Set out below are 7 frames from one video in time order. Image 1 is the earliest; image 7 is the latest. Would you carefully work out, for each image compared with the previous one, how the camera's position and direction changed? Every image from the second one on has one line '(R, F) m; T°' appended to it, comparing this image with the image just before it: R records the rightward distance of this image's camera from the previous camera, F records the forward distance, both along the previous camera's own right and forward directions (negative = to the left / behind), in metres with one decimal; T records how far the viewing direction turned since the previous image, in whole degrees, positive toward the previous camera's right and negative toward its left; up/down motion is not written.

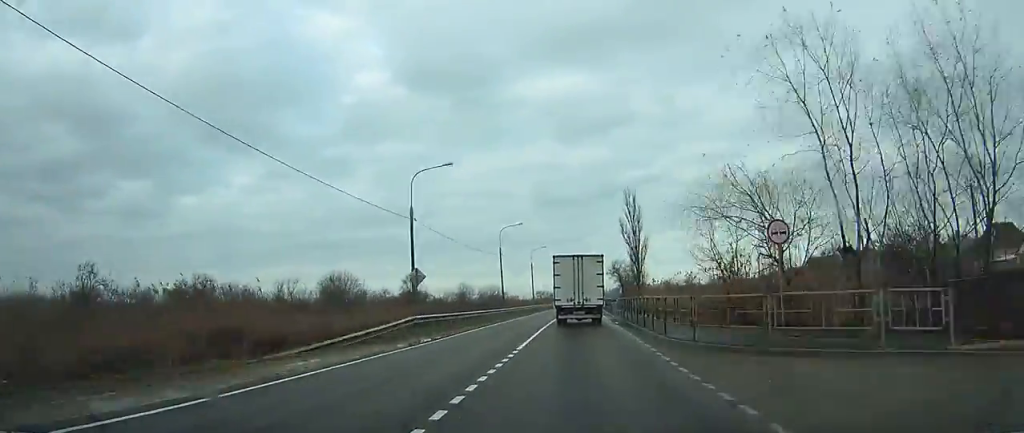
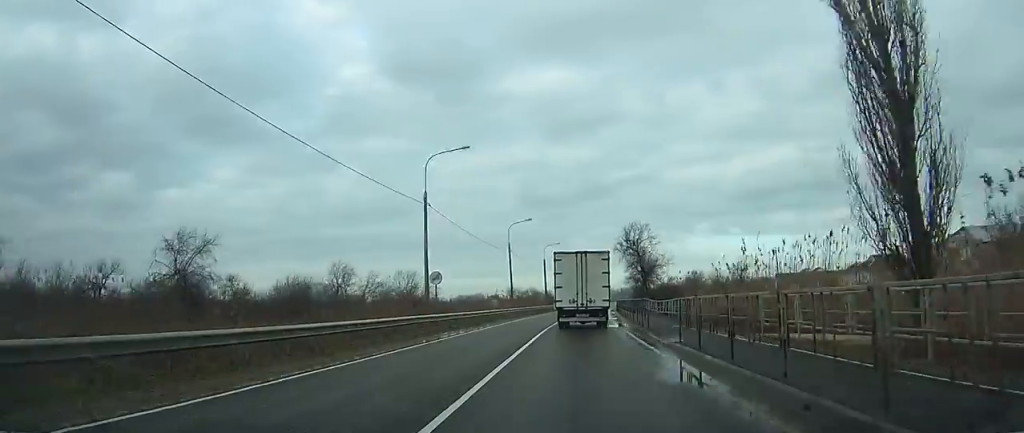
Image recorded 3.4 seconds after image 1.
(+1.3, +62.8) m; +3°
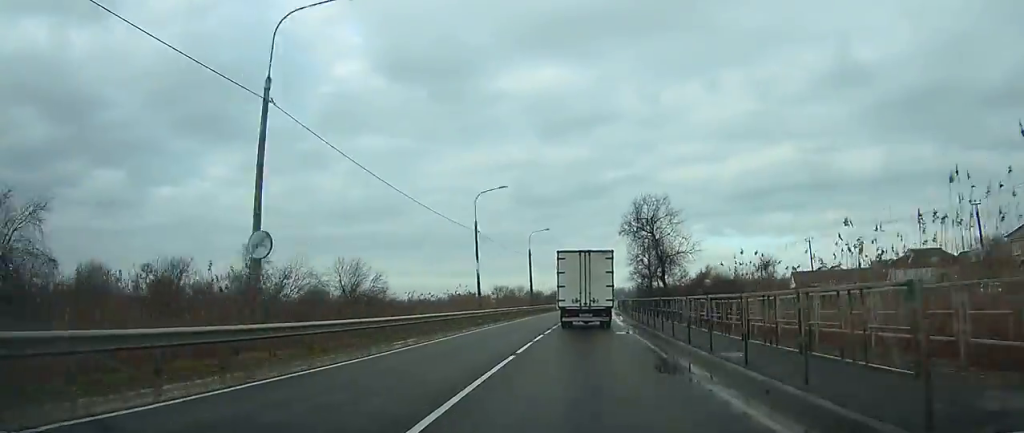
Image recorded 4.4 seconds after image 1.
(+0.1, +18.2) m; +1°
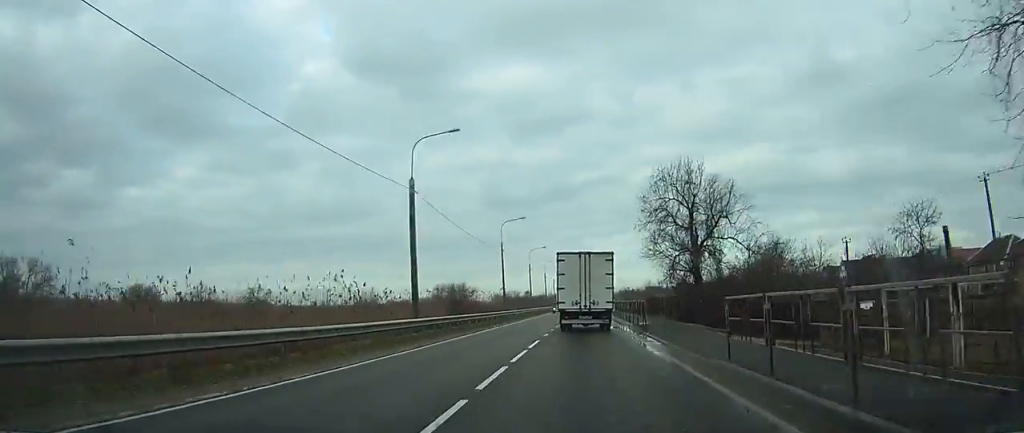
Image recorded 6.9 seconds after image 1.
(+0.9, +45.8) m; +2°
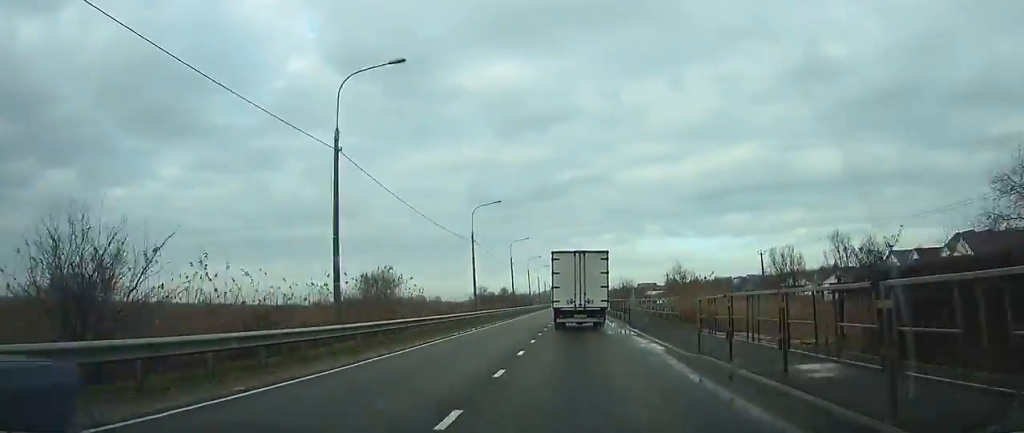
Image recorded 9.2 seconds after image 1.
(+0.5, +40.8) m; +1°
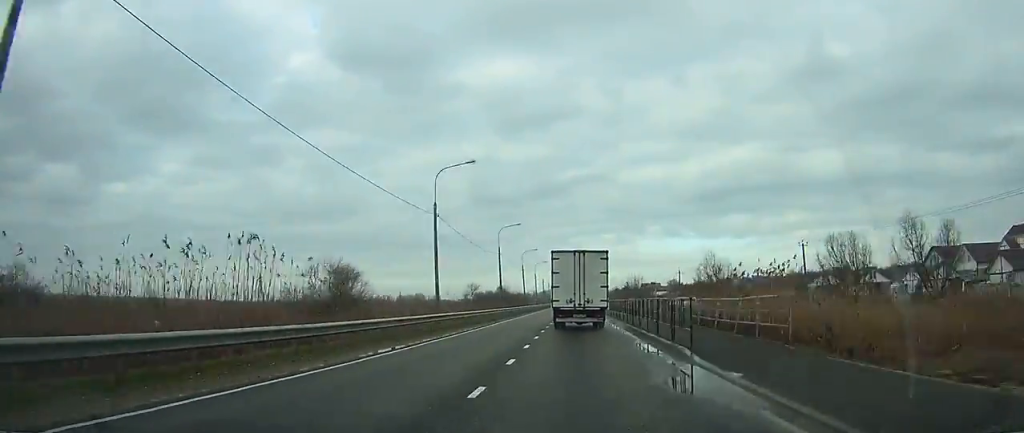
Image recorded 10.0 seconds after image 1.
(-0.1, +14.4) m; 0°
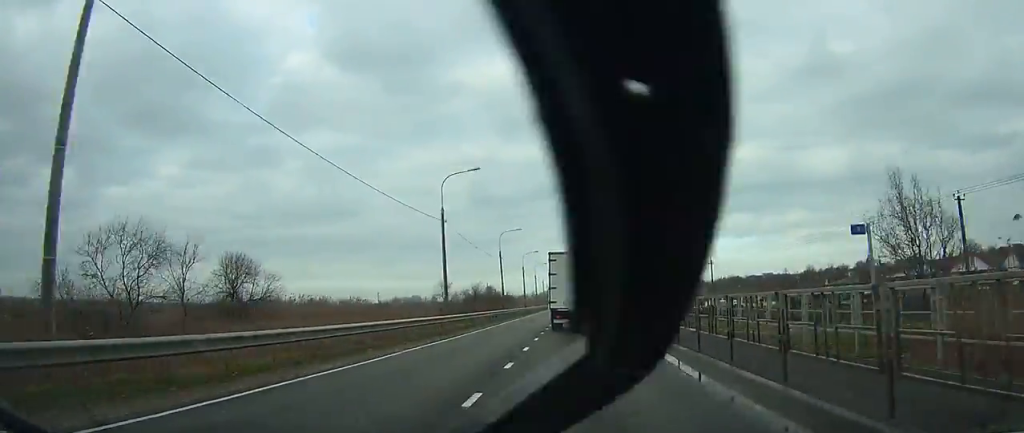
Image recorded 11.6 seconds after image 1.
(0.0, +28.8) m; 0°
